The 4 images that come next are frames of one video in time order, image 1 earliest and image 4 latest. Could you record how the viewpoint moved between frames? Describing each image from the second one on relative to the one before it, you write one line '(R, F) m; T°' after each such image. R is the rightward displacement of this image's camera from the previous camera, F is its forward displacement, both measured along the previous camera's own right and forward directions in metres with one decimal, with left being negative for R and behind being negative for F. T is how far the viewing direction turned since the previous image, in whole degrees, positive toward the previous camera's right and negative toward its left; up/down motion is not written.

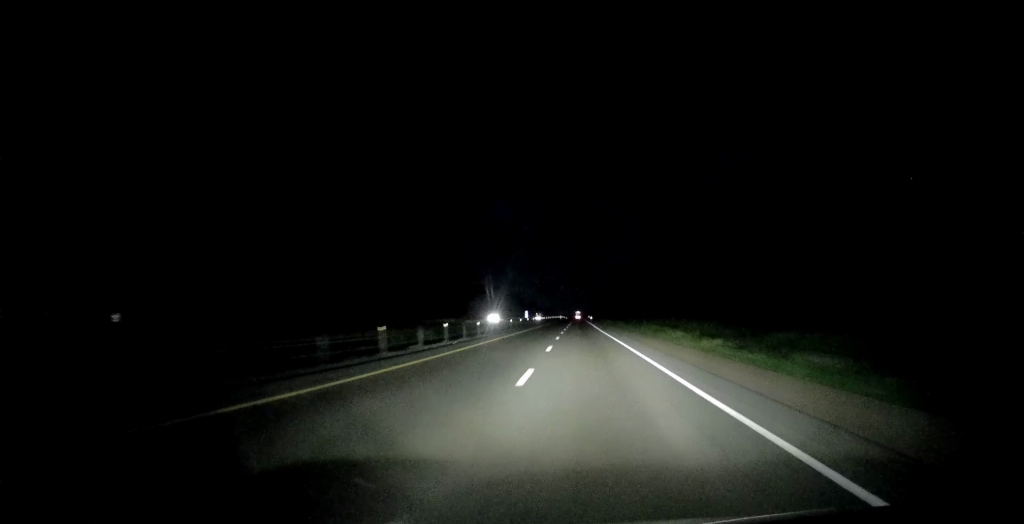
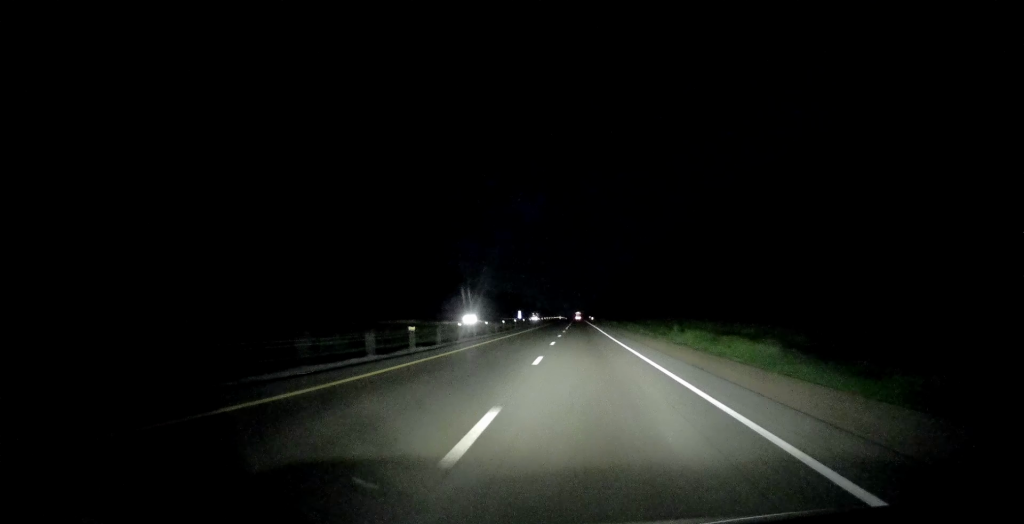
(-0.3, +18.6) m; 0°
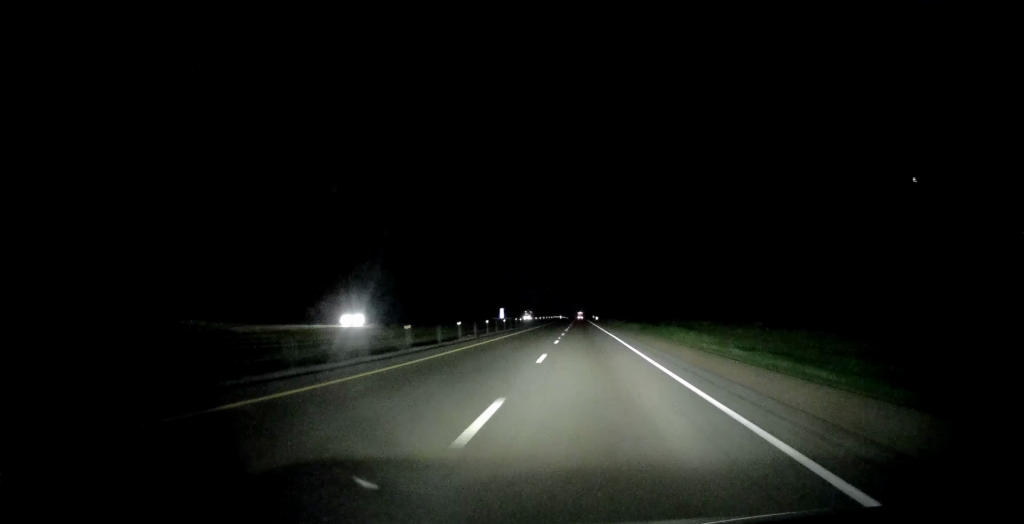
(+0.3, +34.6) m; 0°
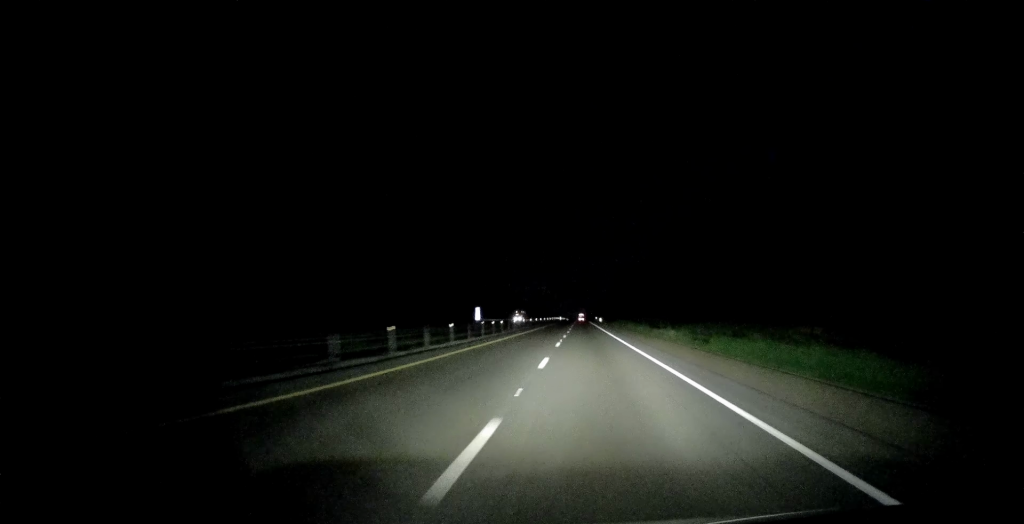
(-0.5, +25.1) m; 0°
